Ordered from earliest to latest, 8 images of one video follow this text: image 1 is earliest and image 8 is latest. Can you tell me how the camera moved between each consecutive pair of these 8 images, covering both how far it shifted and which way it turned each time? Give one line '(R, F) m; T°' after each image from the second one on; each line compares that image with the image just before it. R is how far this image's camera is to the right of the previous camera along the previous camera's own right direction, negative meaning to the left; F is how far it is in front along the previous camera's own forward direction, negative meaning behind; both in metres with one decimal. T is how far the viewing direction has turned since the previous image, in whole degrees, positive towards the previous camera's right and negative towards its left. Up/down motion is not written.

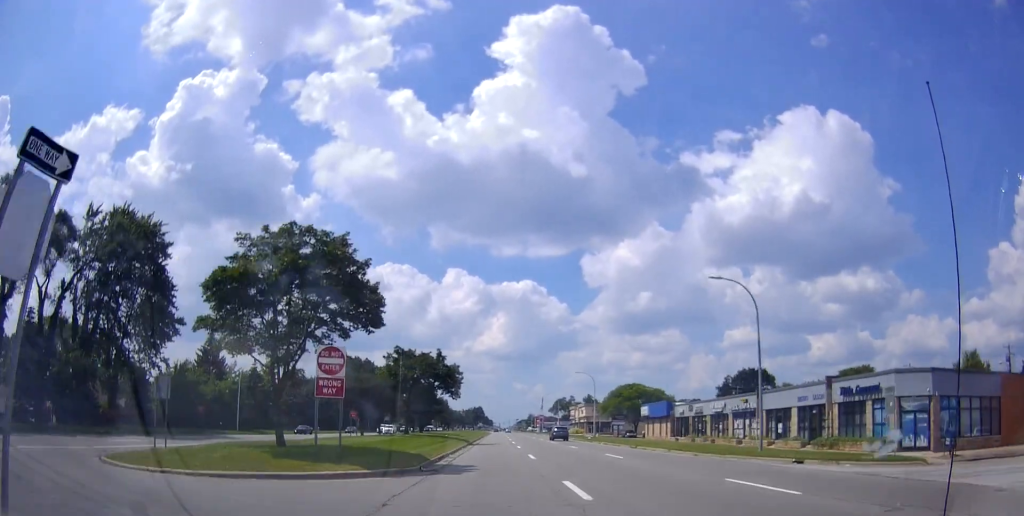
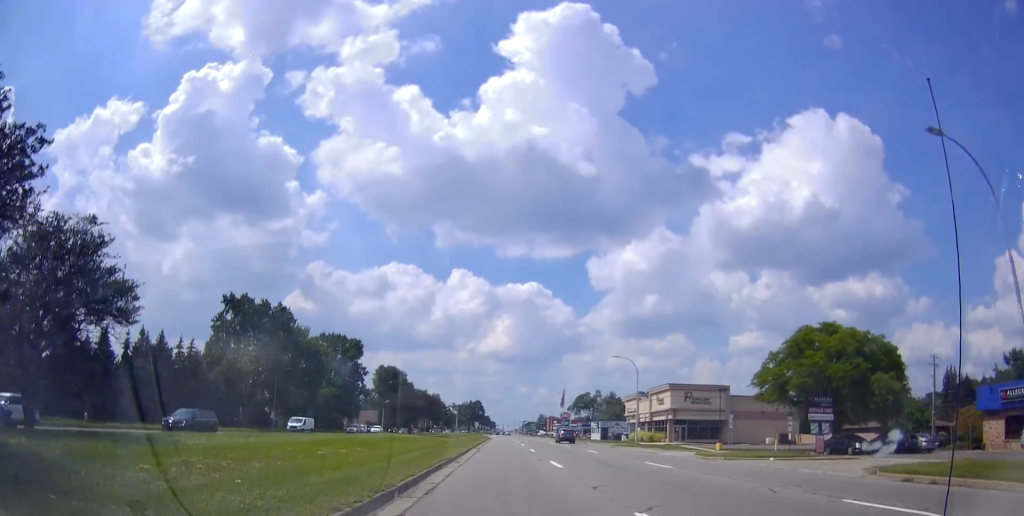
(+0.4, +68.8) m; +1°
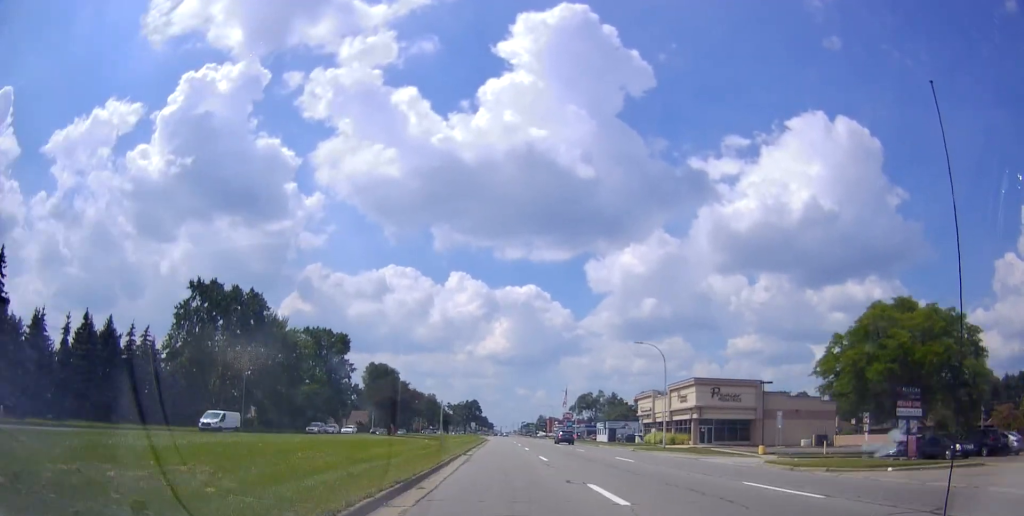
(0.0, +10.6) m; 0°
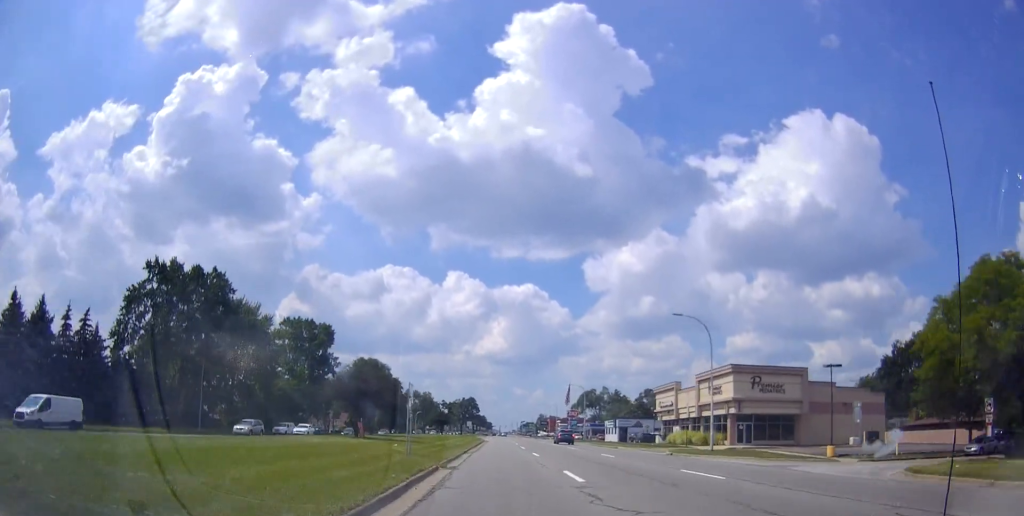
(0.0, +11.4) m; 0°
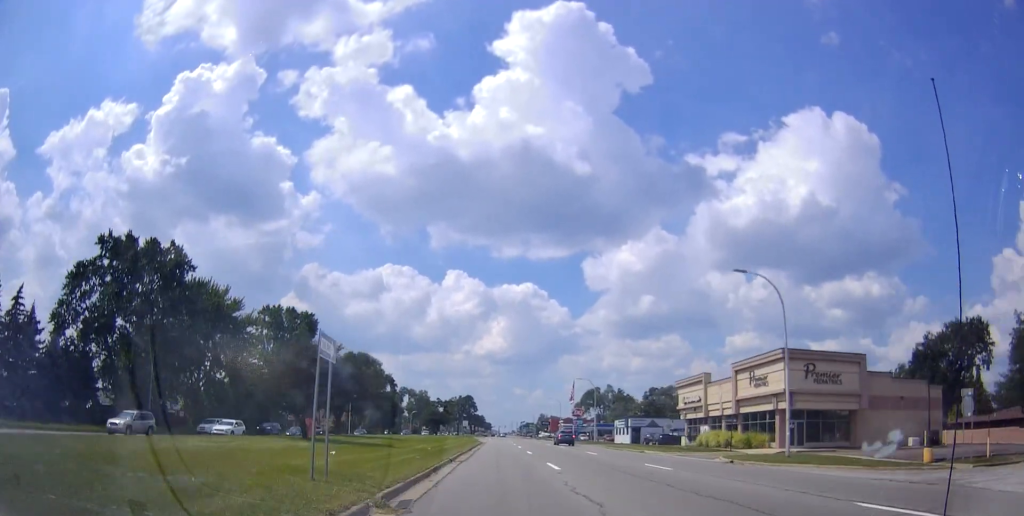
(-0.1, +10.7) m; 0°
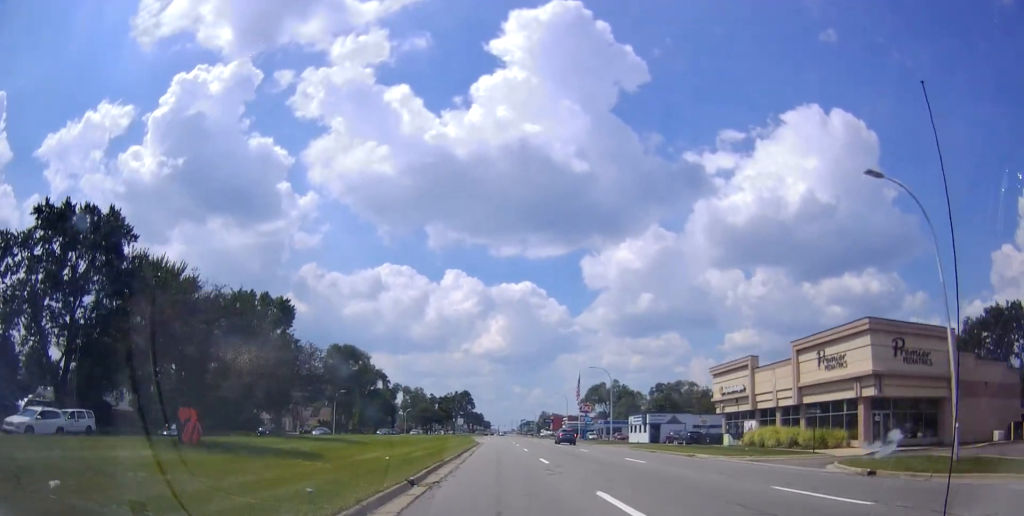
(-0.1, +12.1) m; +1°
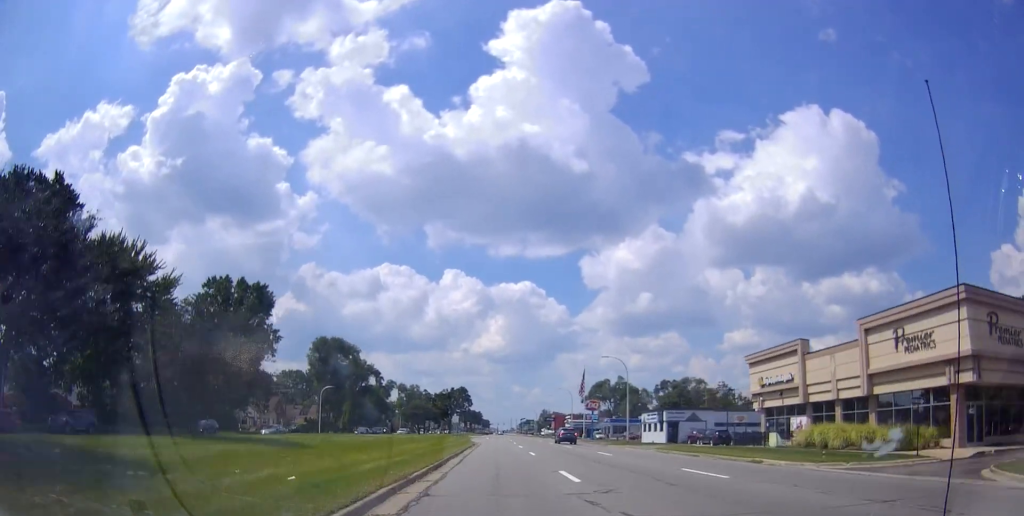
(+0.2, +9.2) m; +1°
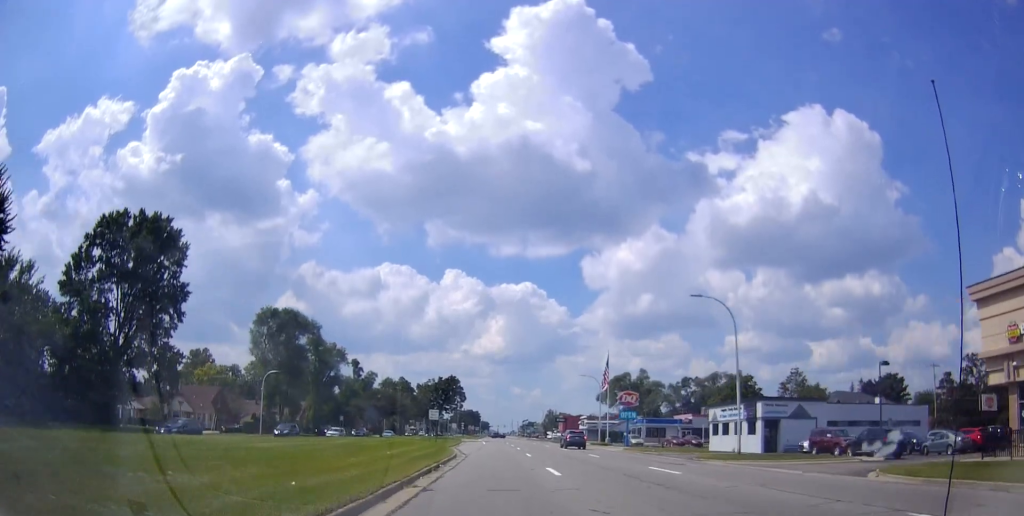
(+0.3, +28.3) m; -1°
